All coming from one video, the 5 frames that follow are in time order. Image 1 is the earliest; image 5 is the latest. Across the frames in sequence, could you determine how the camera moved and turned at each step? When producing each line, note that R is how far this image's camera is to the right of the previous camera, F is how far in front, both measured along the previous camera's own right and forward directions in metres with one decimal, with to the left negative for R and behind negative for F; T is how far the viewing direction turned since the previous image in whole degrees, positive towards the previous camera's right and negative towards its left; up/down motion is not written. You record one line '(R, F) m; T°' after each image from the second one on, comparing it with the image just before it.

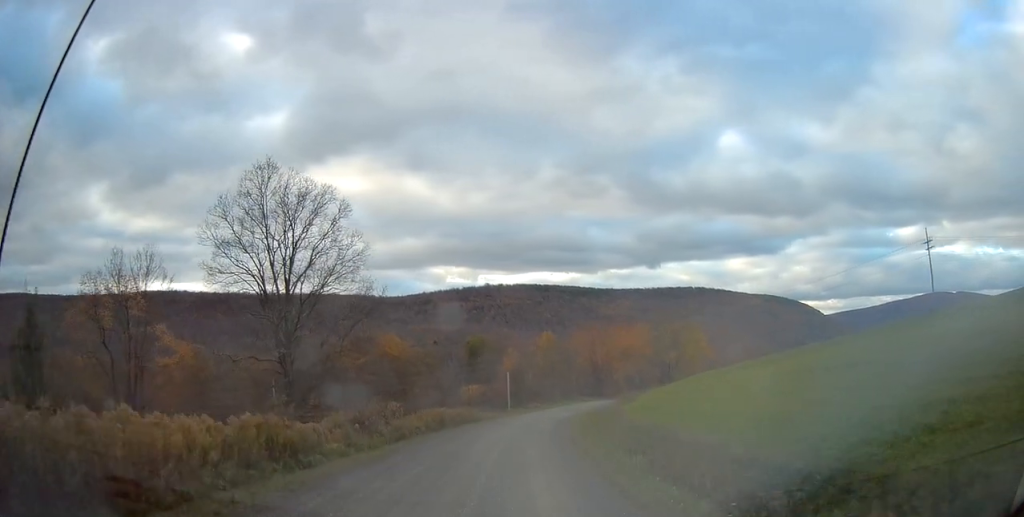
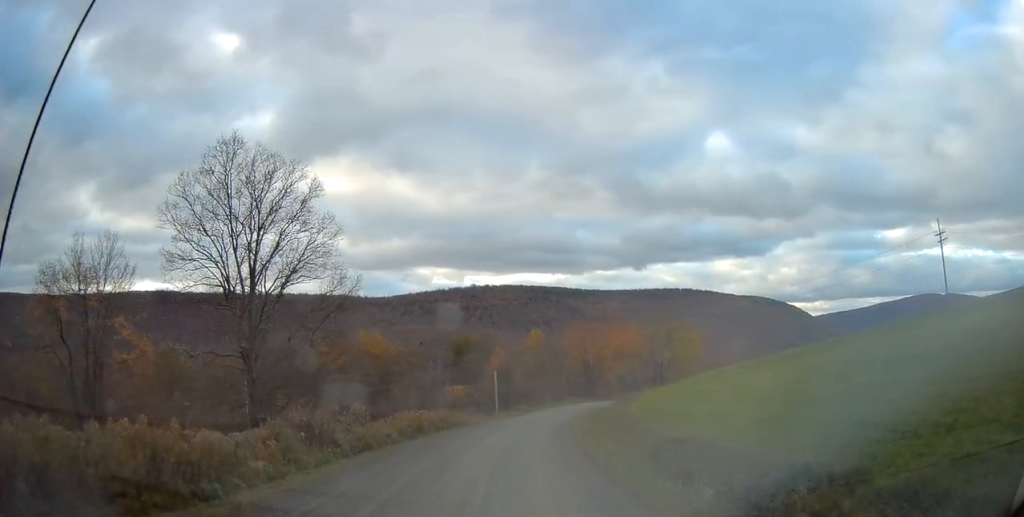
(+0.1, +5.6) m; +1°
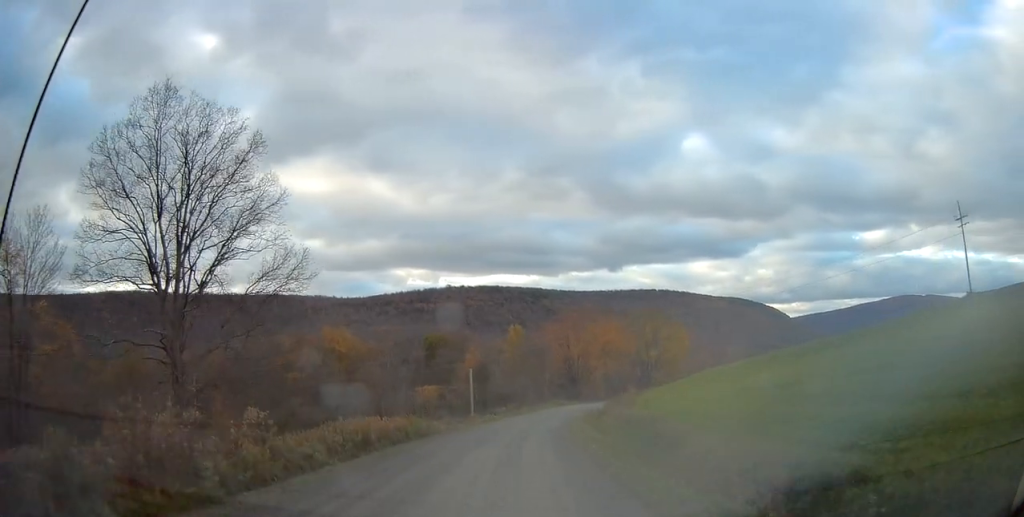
(0.0, +8.9) m; +1°
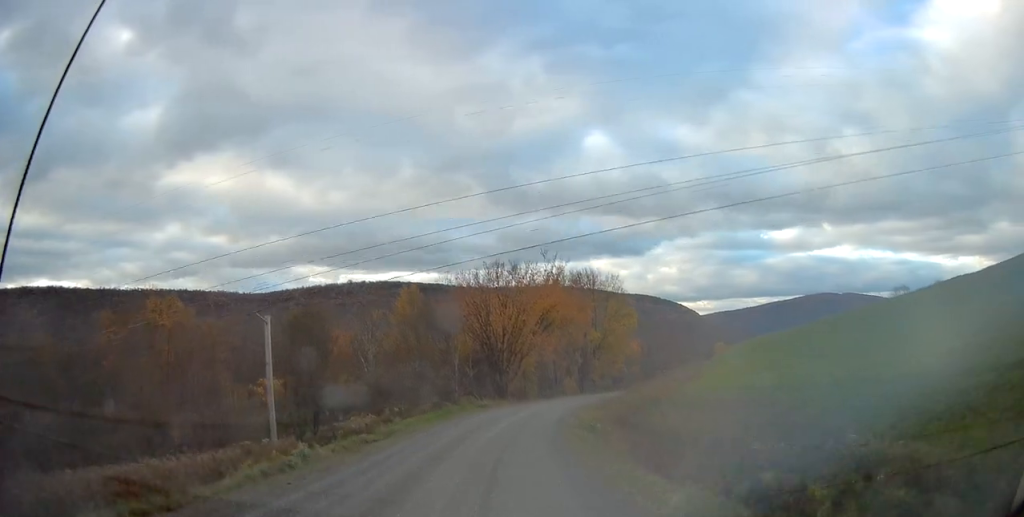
(+2.9, +33.6) m; +14°
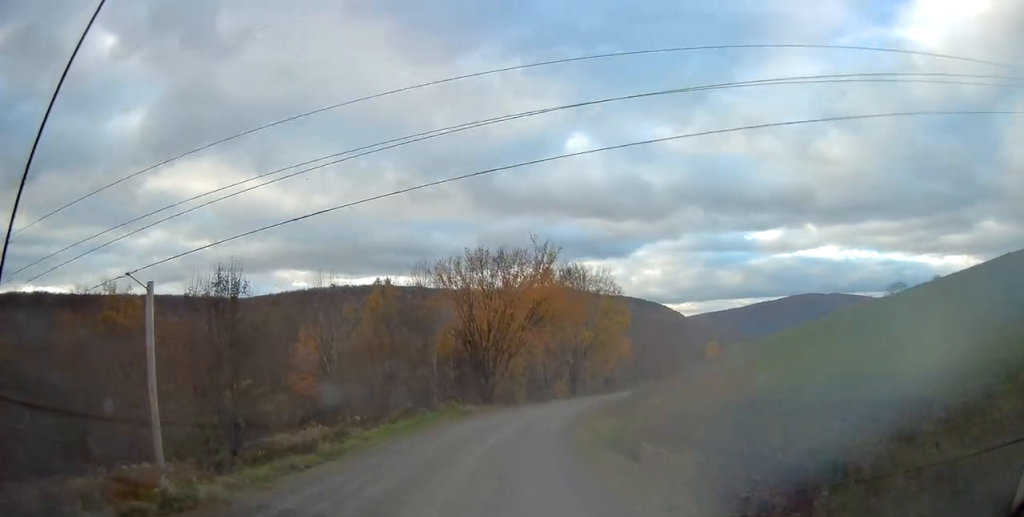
(+0.4, +6.9) m; +1°
